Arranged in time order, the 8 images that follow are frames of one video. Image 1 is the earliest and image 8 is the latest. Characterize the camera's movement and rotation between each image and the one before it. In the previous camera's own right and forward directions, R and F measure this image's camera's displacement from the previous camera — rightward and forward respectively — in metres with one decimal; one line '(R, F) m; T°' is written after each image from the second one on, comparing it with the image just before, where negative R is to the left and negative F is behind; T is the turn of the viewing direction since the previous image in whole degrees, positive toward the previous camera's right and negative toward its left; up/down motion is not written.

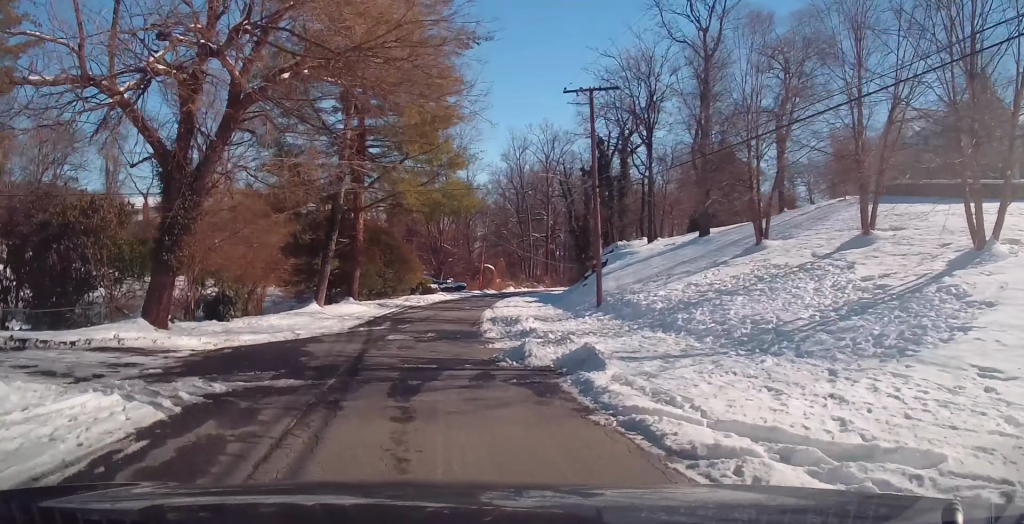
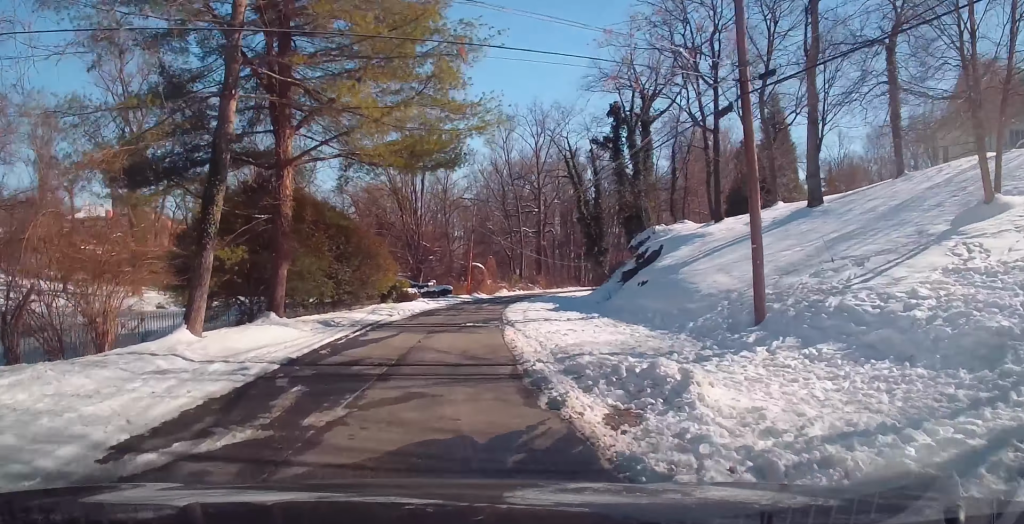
(+0.2, +15.6) m; +3°
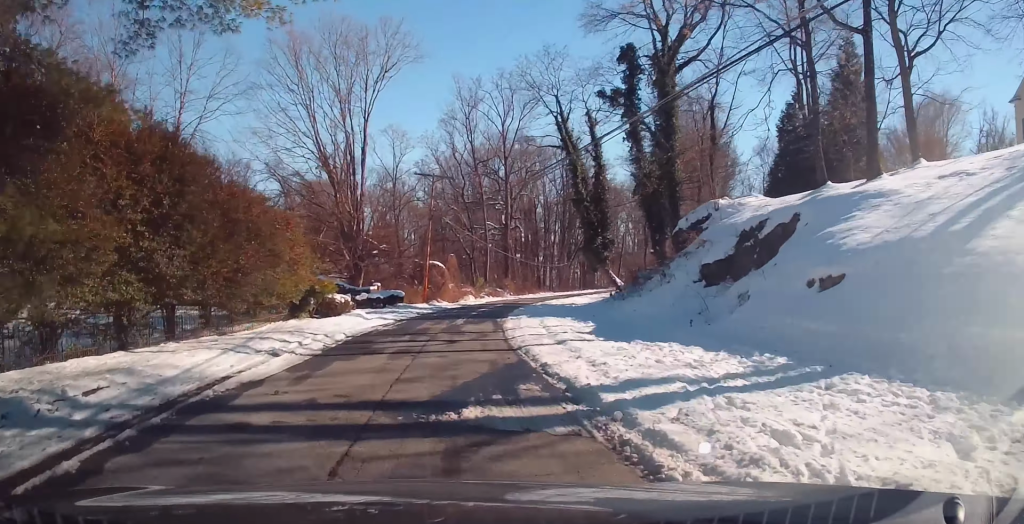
(+0.4, +16.3) m; +1°
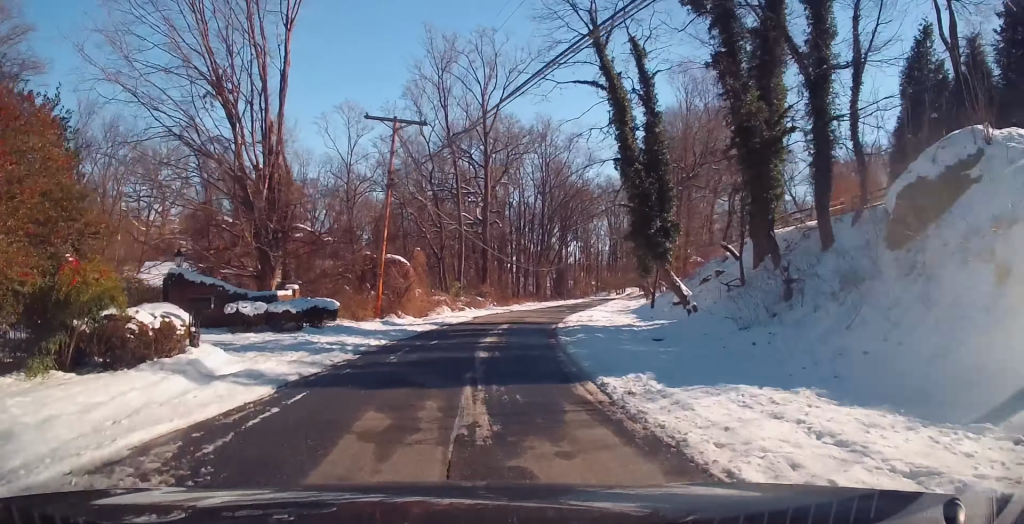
(+0.3, +16.1) m; +5°
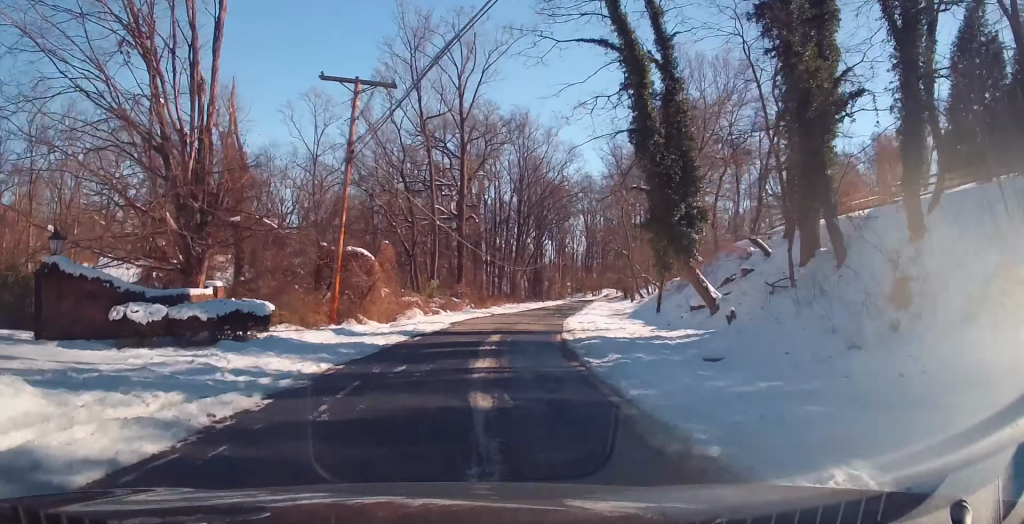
(+0.2, +5.5) m; +3°
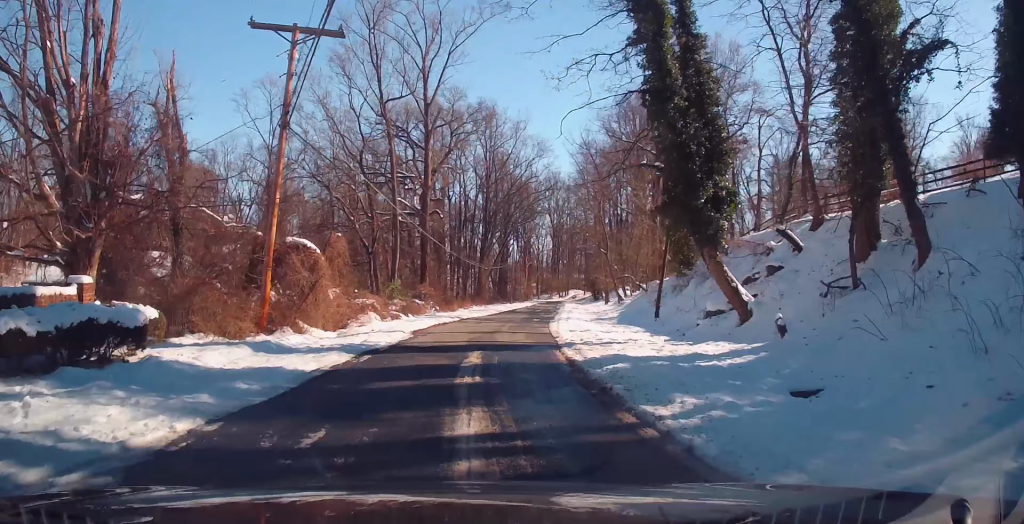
(+0.1, +5.2) m; +3°
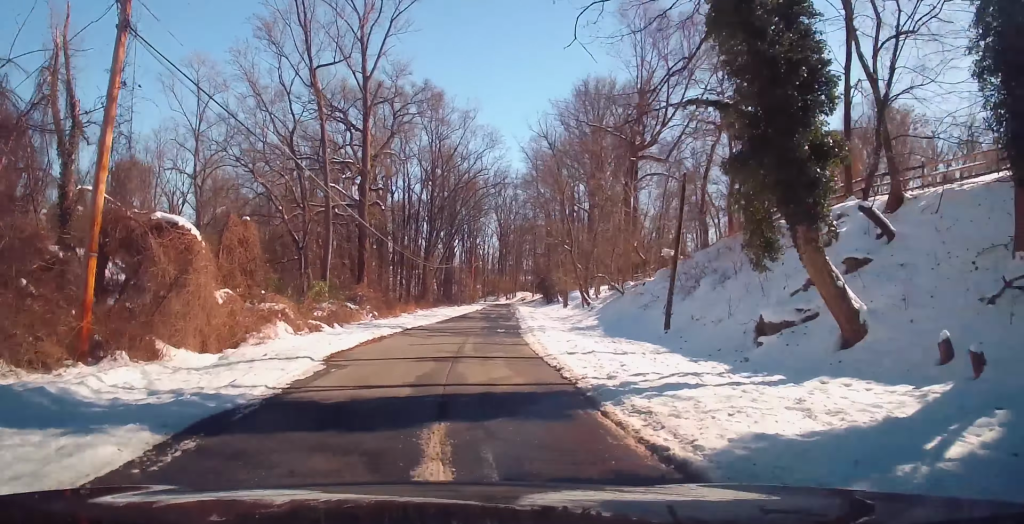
(-0.1, +7.8) m; +4°
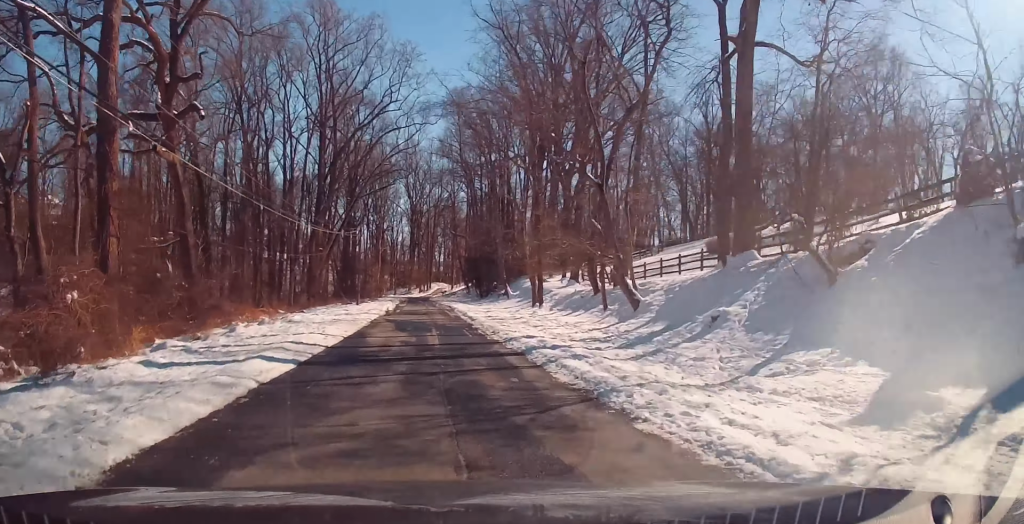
(+2.9, +29.5) m; +7°
